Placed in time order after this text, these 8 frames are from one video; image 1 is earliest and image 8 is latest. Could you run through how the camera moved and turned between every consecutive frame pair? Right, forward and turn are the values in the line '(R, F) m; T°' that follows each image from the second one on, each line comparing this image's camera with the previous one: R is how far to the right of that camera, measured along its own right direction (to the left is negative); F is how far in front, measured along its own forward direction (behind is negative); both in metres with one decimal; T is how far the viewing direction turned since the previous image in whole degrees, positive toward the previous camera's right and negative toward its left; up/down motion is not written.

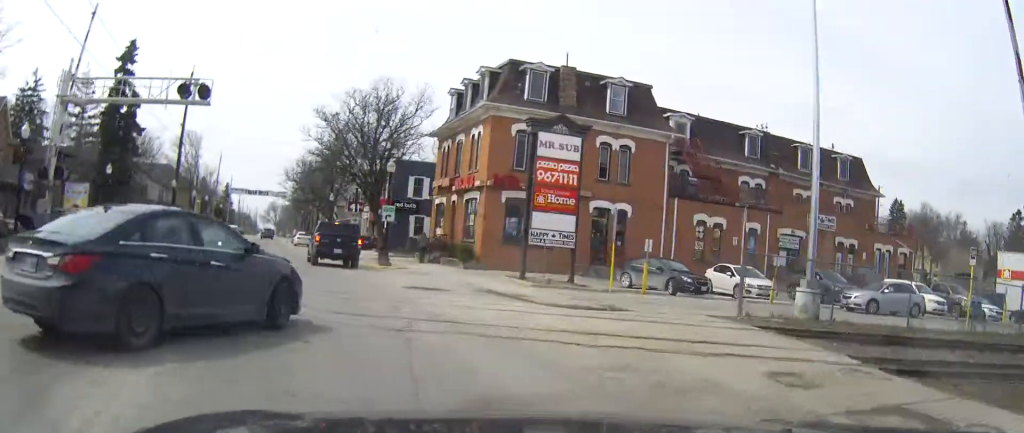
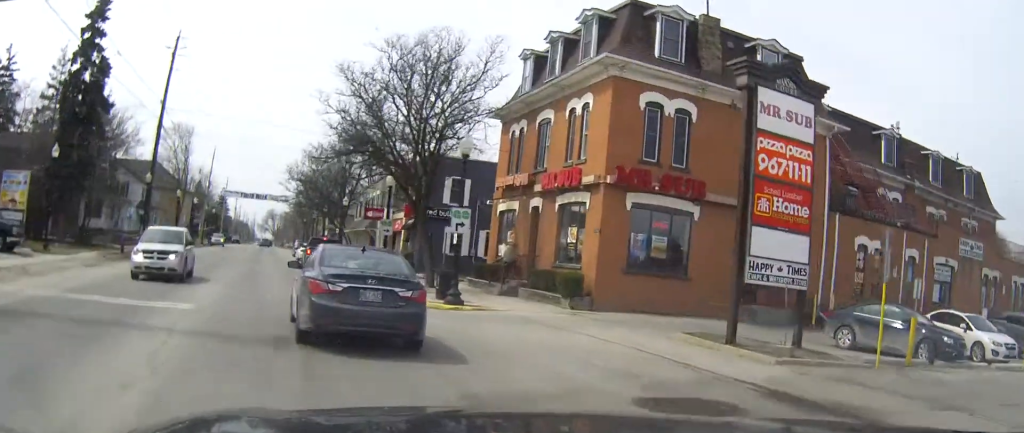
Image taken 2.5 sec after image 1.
(0.0, +18.6) m; 0°
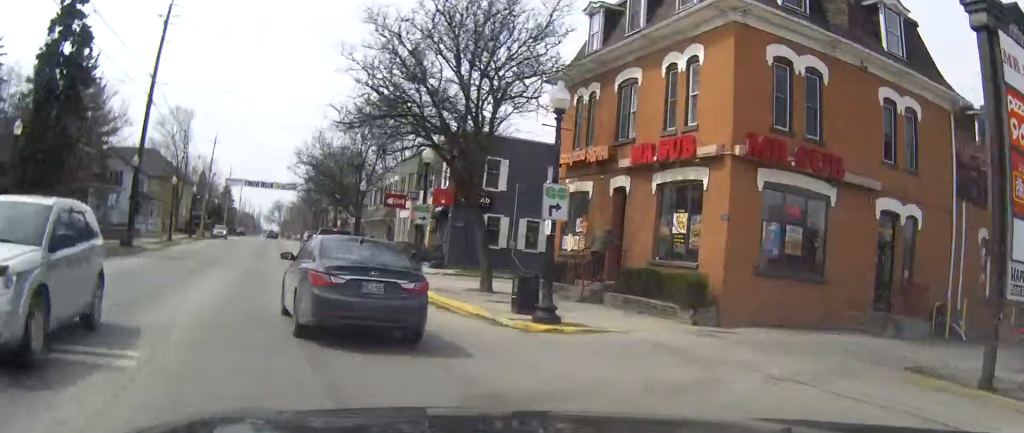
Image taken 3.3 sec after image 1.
(0.0, +4.4) m; -1°
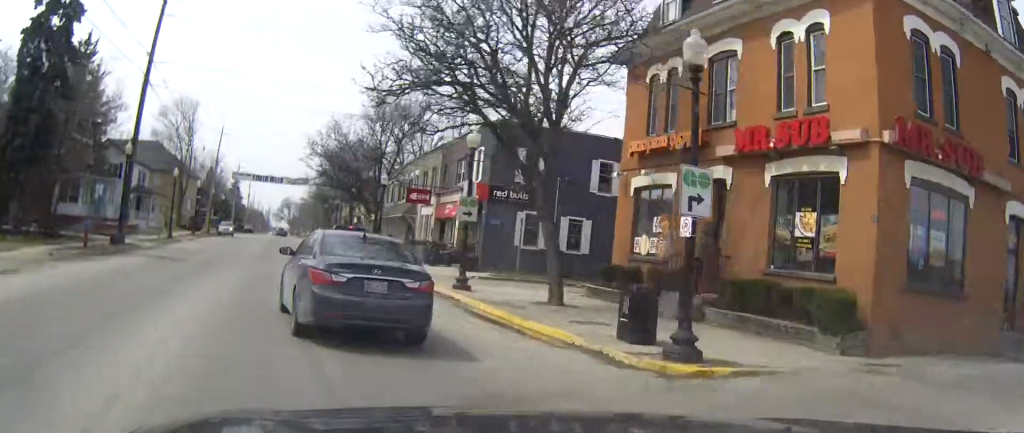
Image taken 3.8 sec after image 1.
(0.0, +3.2) m; -1°
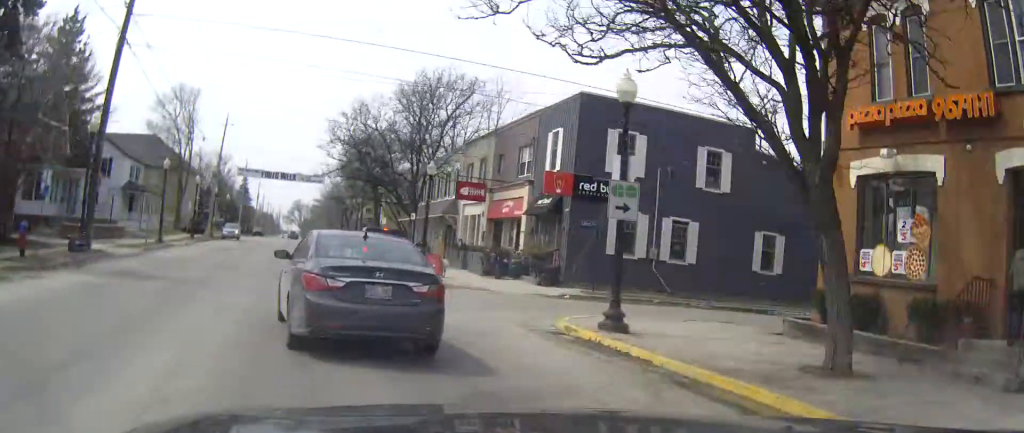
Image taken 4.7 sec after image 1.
(-0.1, +7.0) m; -1°
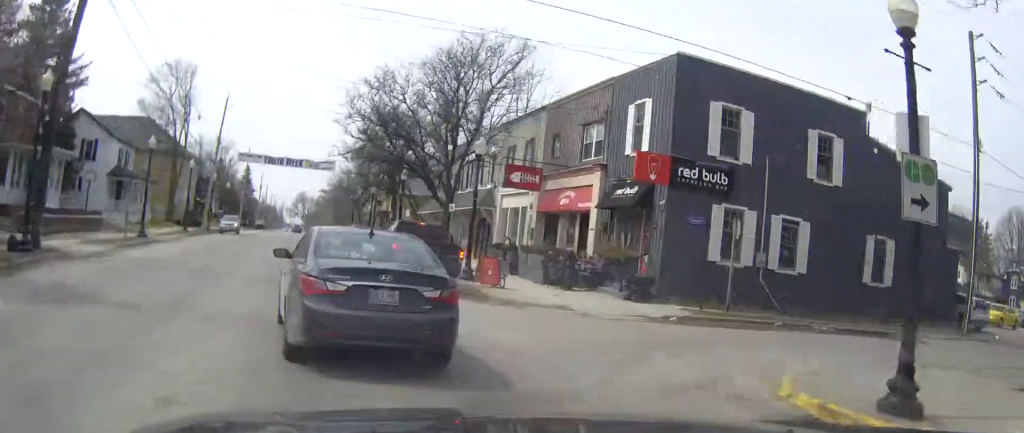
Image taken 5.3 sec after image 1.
(0.0, +6.1) m; 0°
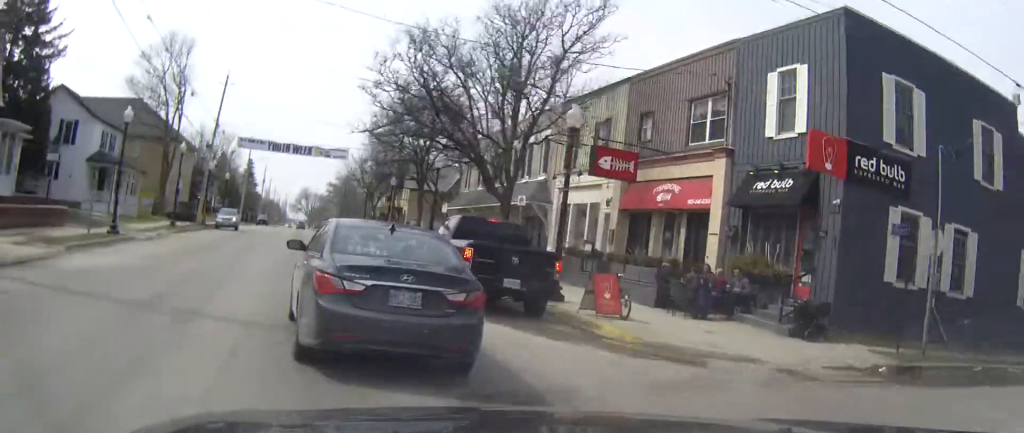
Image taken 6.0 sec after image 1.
(0.0, +7.5) m; 0°
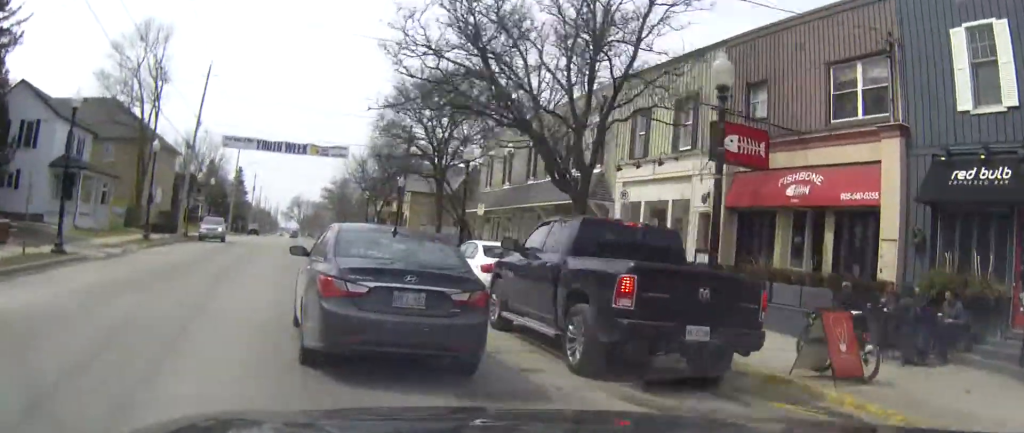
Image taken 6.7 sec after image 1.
(0.0, +7.5) m; 0°
